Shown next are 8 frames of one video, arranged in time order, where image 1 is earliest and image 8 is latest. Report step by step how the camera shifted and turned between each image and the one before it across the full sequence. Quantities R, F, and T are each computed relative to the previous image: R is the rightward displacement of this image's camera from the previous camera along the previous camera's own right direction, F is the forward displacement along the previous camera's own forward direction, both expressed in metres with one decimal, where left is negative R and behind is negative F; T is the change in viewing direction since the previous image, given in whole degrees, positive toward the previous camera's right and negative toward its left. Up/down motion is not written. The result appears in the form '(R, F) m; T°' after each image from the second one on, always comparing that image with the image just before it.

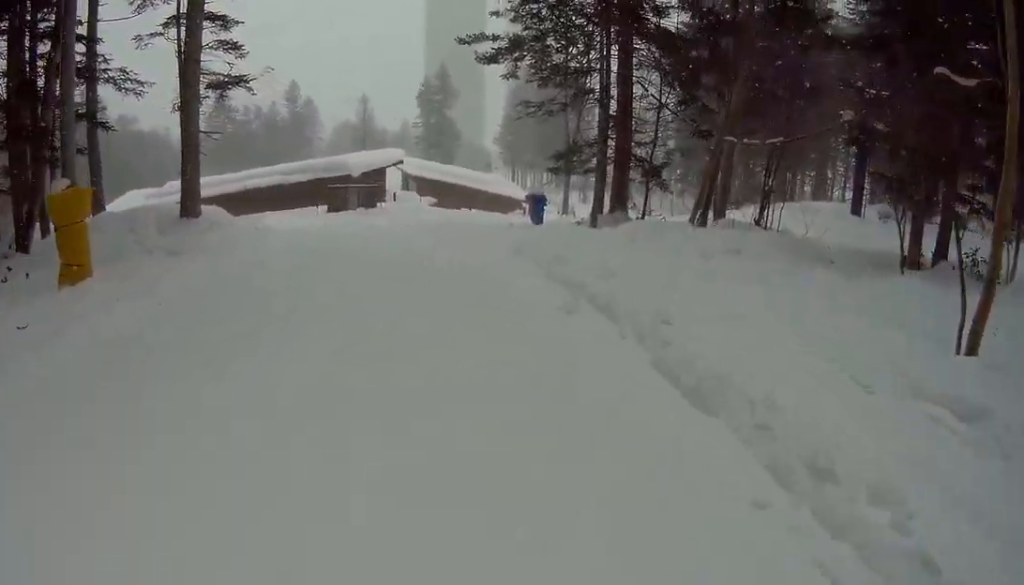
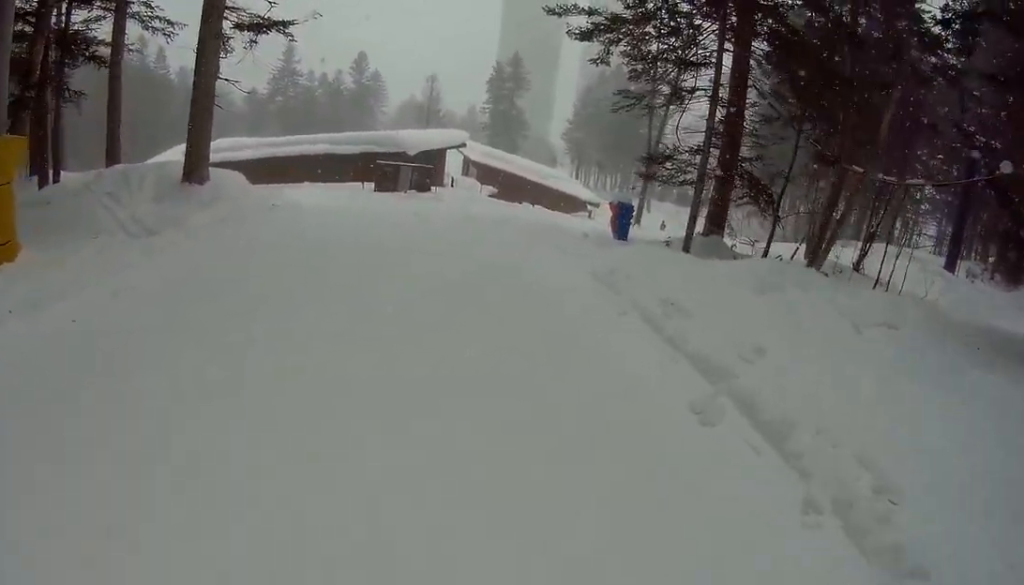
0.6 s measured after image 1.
(+0.2, +3.3) m; +5°
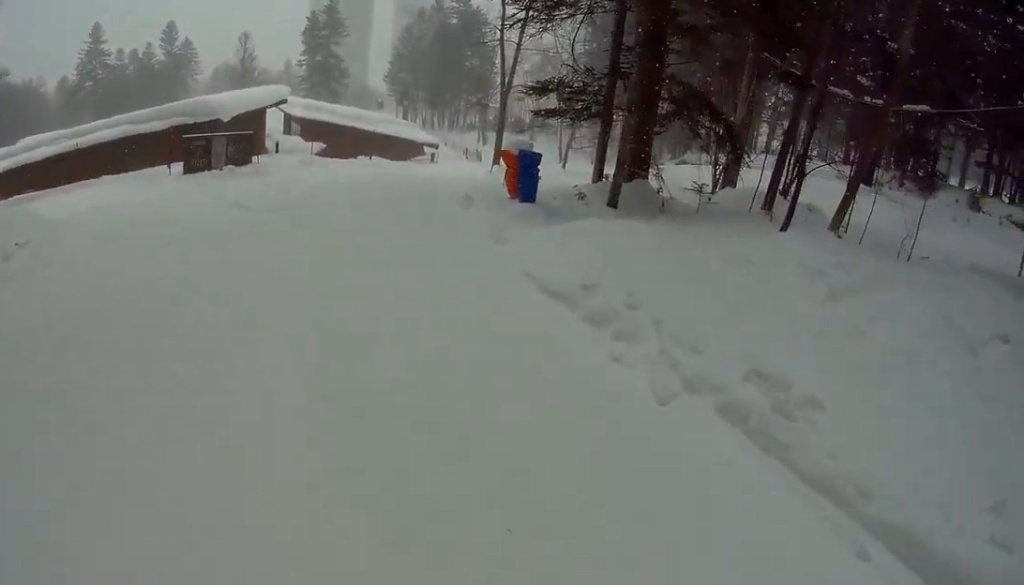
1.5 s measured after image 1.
(0.0, +4.7) m; 0°
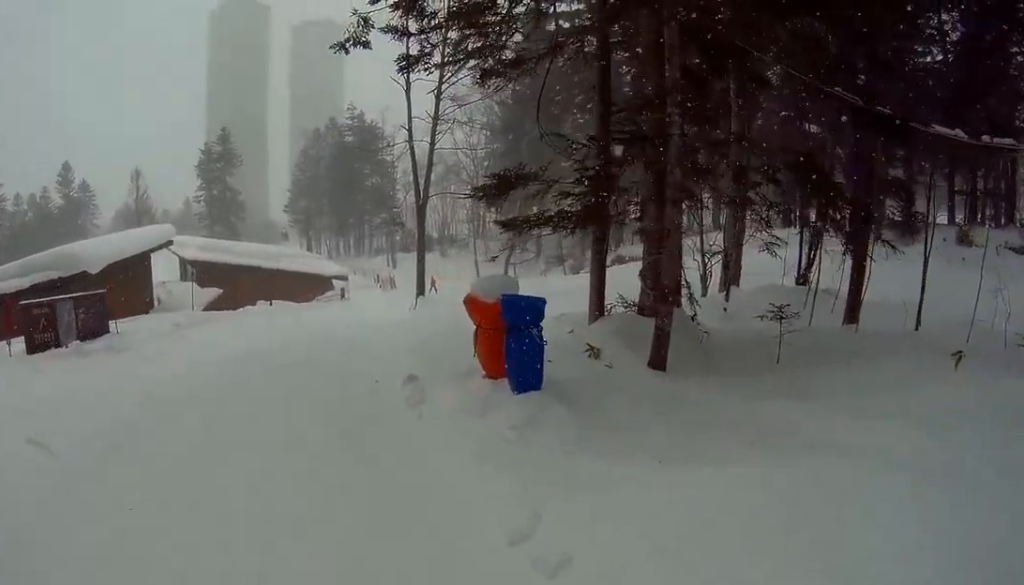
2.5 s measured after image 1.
(0.0, +5.3) m; -7°
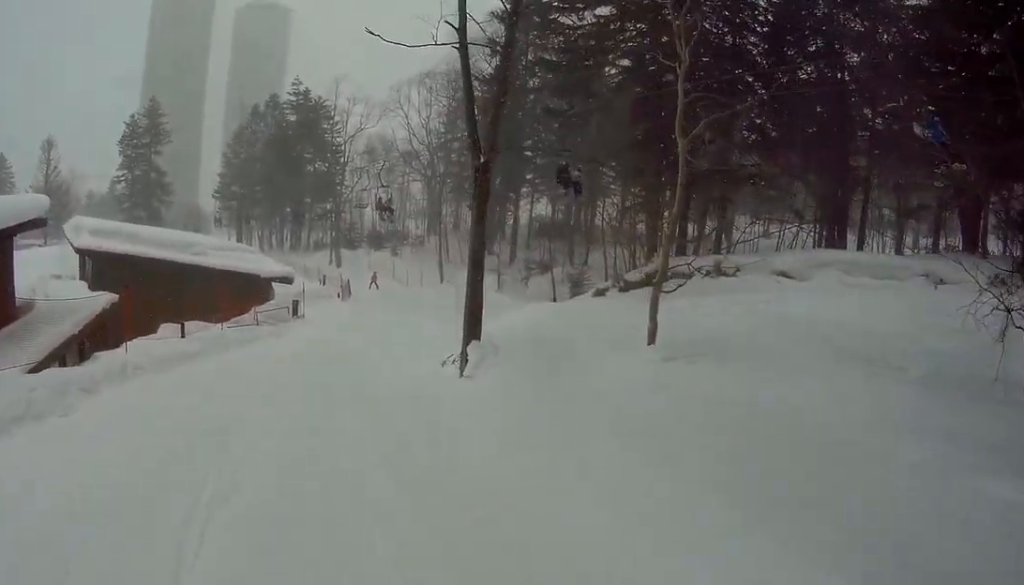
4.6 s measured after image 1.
(-0.4, +10.1) m; +4°
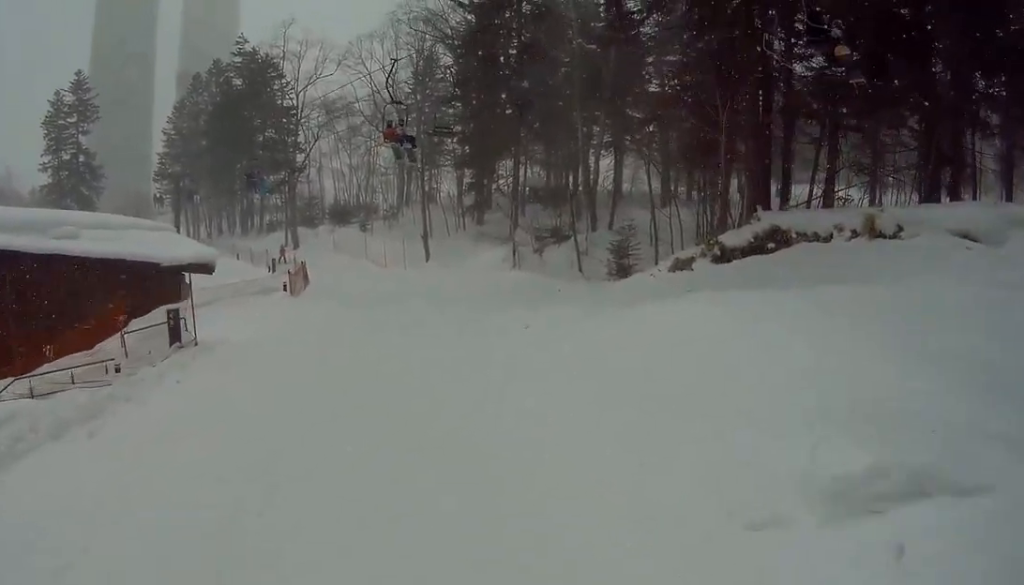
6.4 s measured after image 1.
(-0.5, +10.2) m; +10°
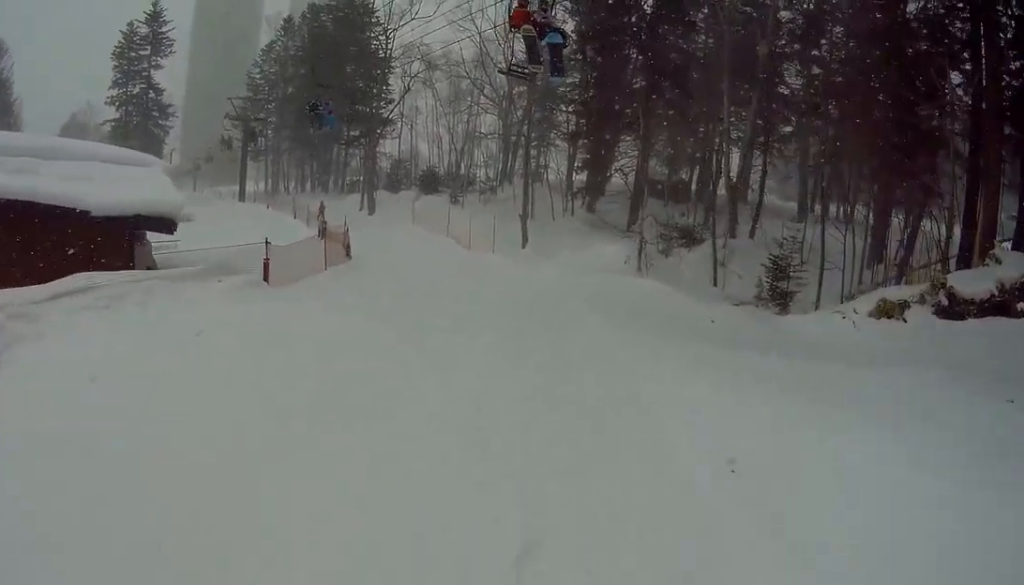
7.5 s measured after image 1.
(+1.9, +7.3) m; 0°
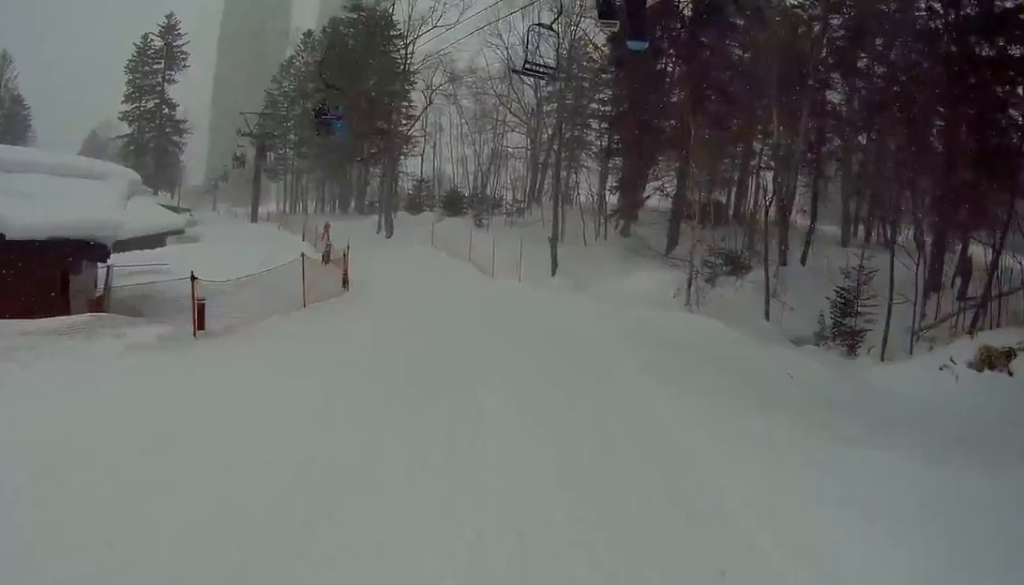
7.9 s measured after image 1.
(-0.6, +3.3) m; -4°
